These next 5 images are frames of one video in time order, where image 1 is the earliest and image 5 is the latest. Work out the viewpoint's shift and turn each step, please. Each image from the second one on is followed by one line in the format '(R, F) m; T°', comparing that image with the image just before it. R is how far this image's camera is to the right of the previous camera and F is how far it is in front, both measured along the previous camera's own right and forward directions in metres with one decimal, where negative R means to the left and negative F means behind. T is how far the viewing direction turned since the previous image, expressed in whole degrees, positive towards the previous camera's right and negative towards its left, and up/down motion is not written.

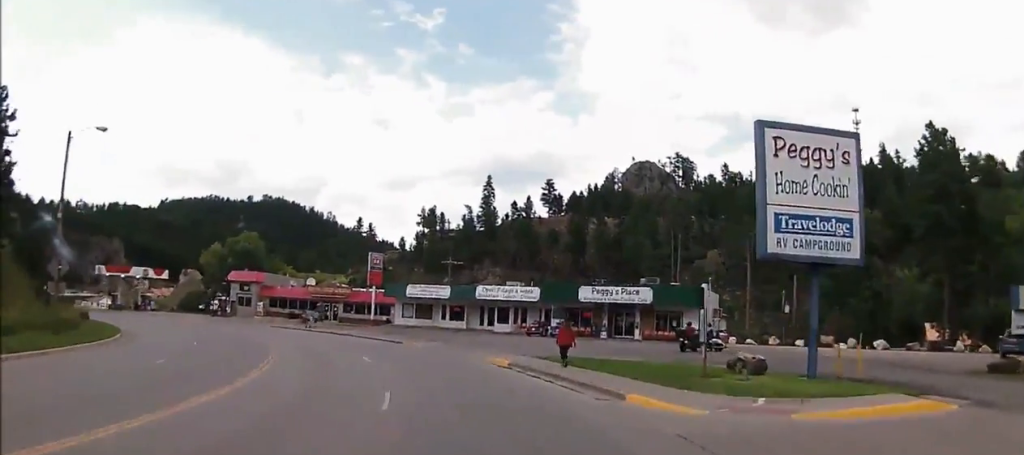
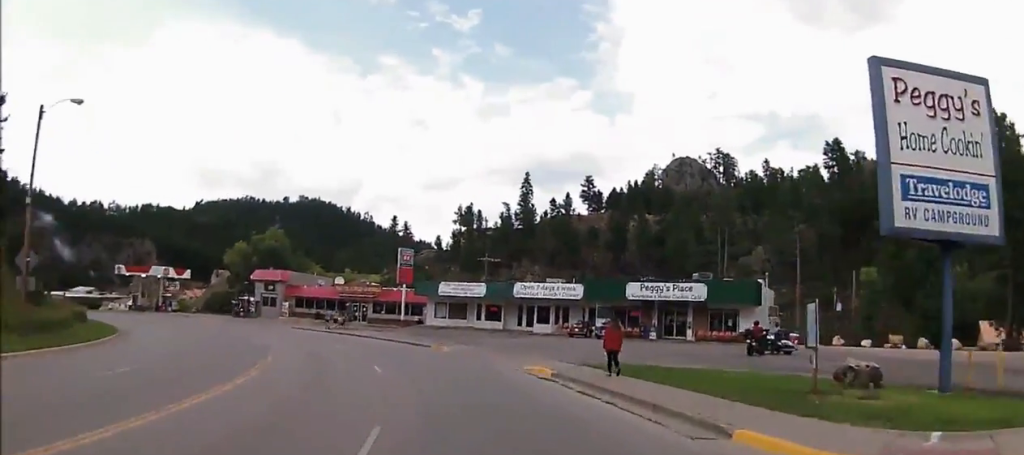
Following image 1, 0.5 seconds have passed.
(-0.1, +5.0) m; -1°
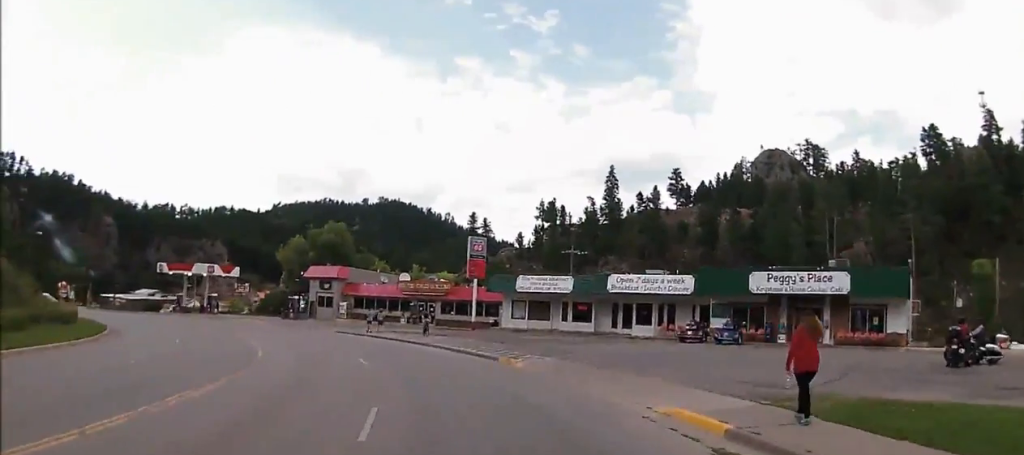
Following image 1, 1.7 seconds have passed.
(-0.4, +10.6) m; -9°
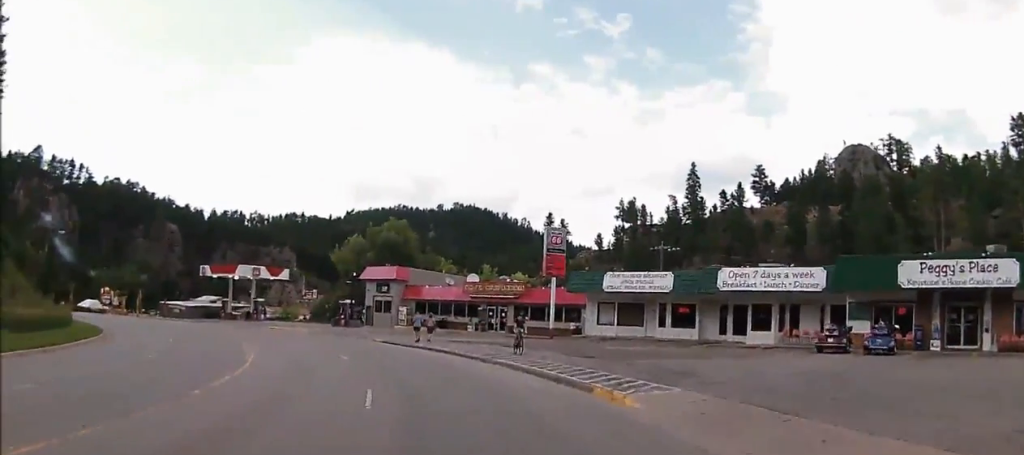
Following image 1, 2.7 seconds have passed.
(-1.0, +9.0) m; -9°
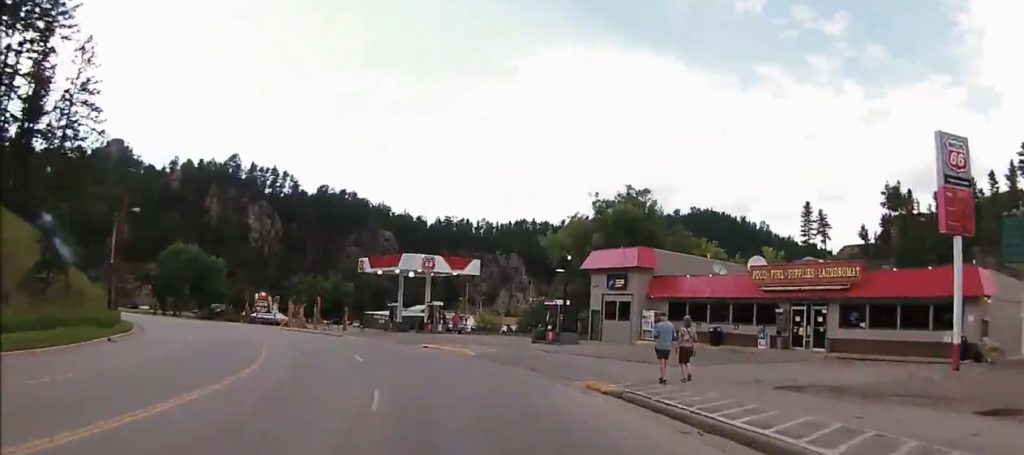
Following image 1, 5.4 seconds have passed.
(-3.1, +25.1) m; -20°
